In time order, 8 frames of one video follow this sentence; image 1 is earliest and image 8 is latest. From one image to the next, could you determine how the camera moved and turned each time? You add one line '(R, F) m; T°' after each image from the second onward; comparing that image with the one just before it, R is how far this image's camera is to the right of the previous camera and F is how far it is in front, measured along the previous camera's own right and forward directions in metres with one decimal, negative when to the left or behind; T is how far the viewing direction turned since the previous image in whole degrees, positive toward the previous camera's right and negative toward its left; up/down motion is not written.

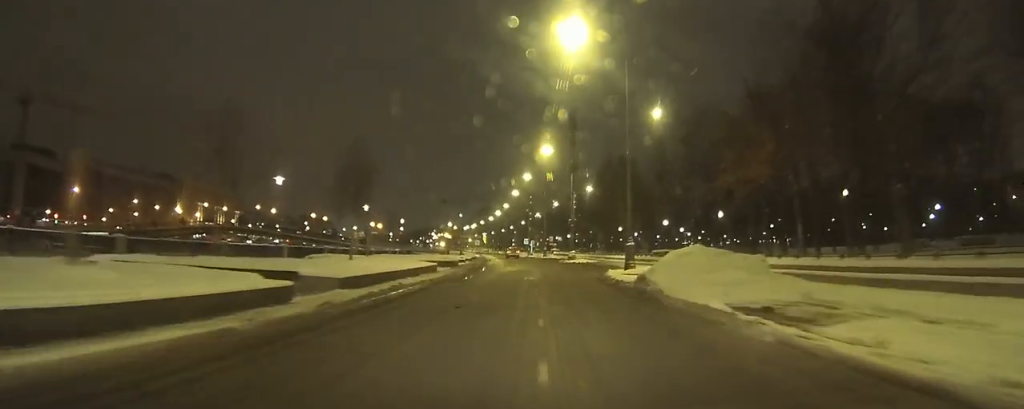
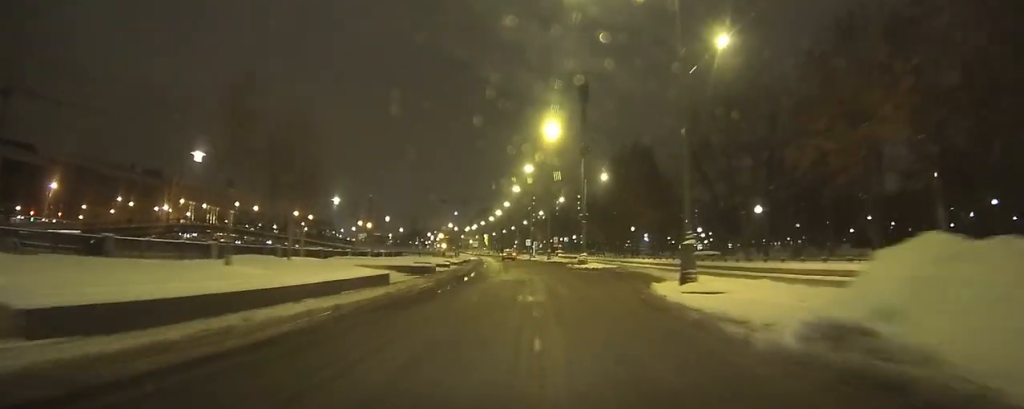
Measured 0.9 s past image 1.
(-0.1, +10.1) m; -1°
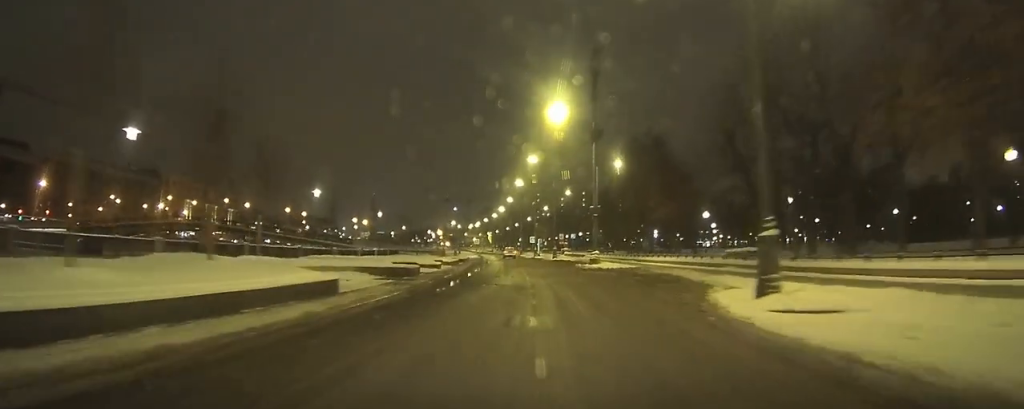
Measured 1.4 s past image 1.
(+0.1, +5.7) m; 0°
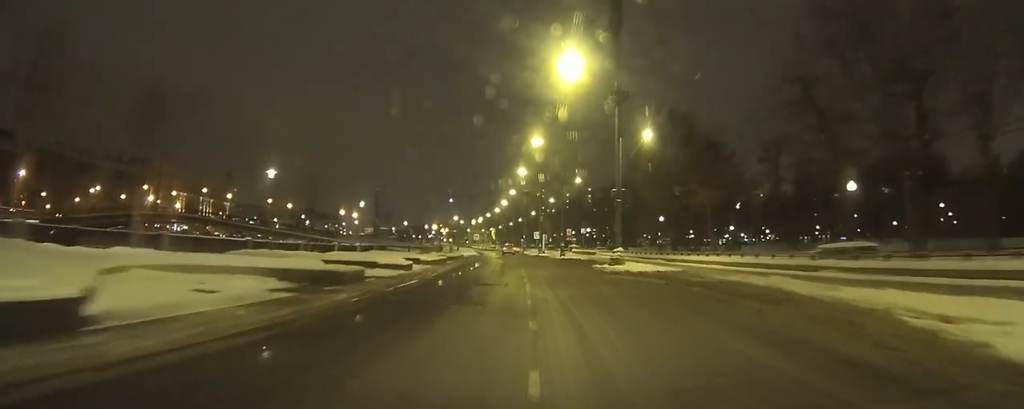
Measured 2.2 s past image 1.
(-0.1, +9.7) m; -1°
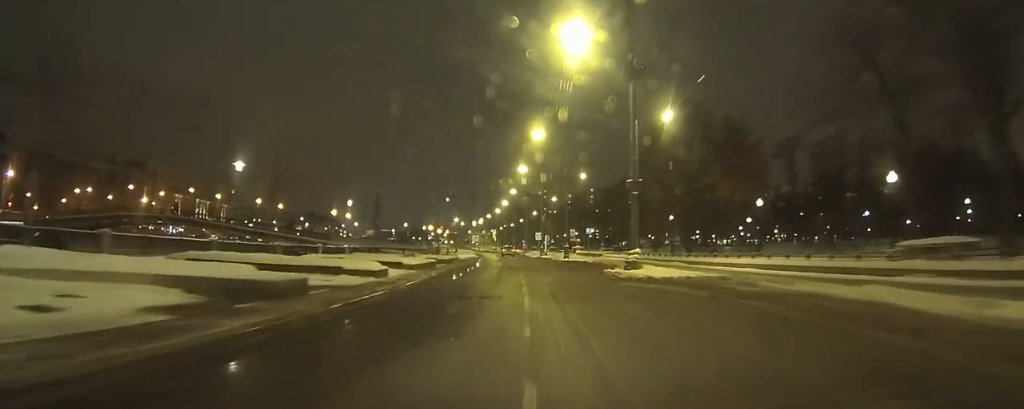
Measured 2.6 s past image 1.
(0.0, +5.0) m; 0°
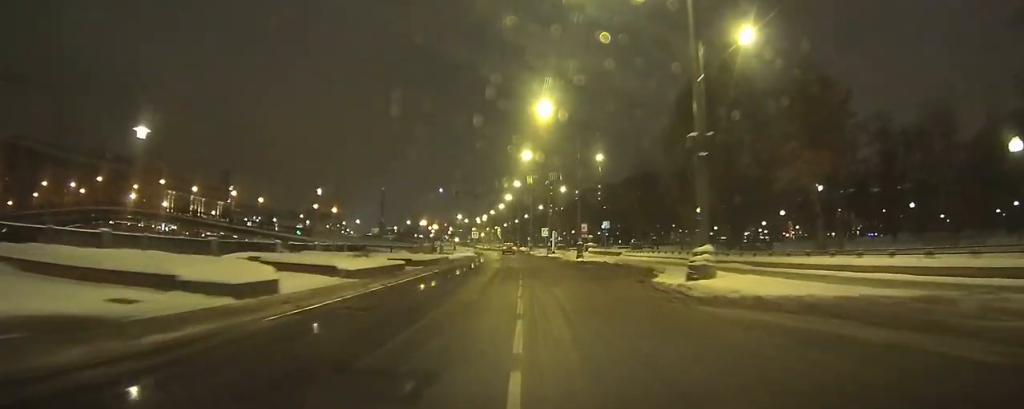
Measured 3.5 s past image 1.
(-0.1, +11.2) m; 0°
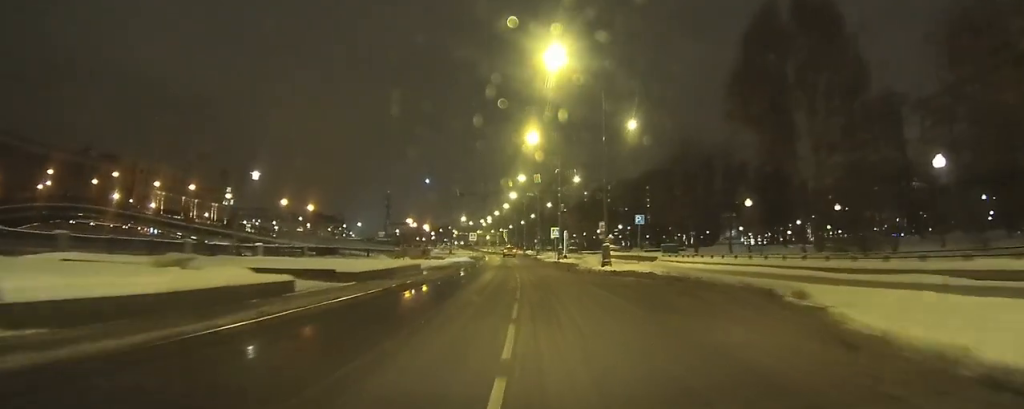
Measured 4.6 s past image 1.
(+0.1, +14.6) m; 0°
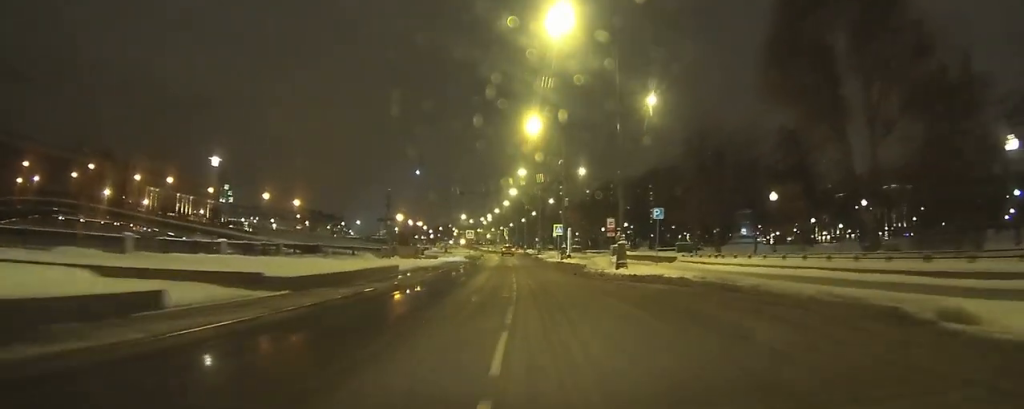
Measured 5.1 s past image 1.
(0.0, +5.3) m; -1°
